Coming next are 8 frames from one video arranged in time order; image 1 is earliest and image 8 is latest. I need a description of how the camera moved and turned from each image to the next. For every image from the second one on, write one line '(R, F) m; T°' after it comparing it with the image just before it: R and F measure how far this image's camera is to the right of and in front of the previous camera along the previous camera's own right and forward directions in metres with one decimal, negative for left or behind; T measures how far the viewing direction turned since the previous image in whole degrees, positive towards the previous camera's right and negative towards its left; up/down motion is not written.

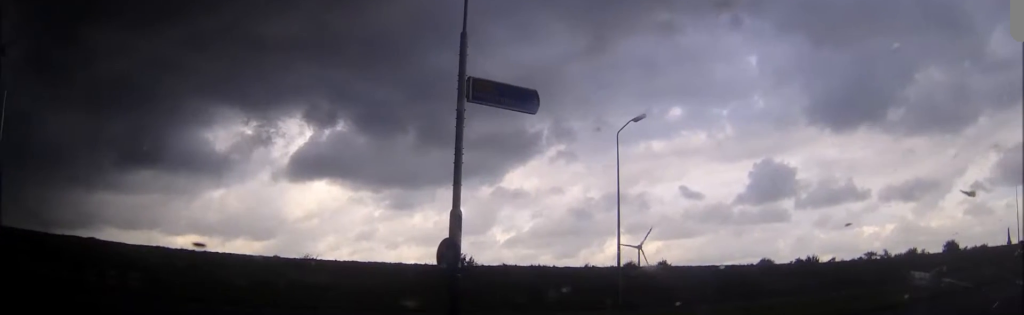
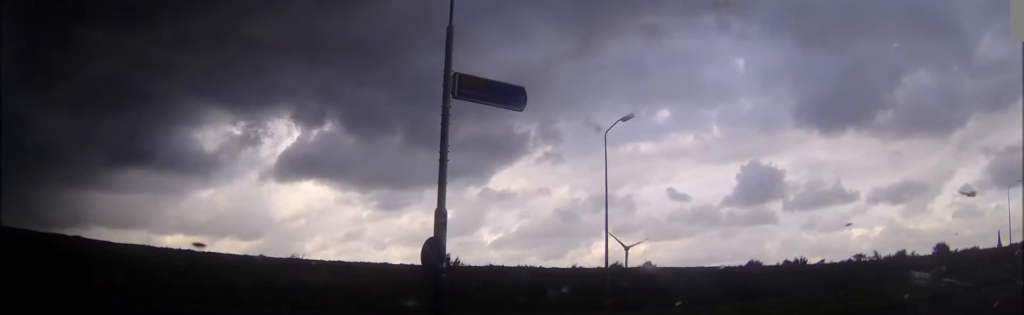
(+0.1, +1.5) m; +6°
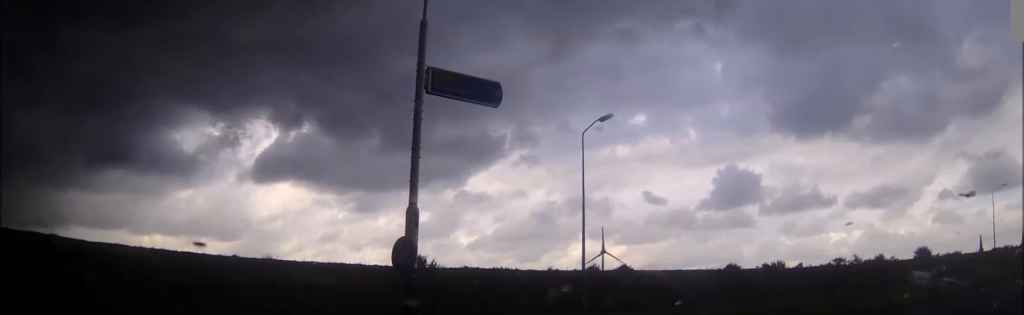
(+0.1, +1.8) m; +6°
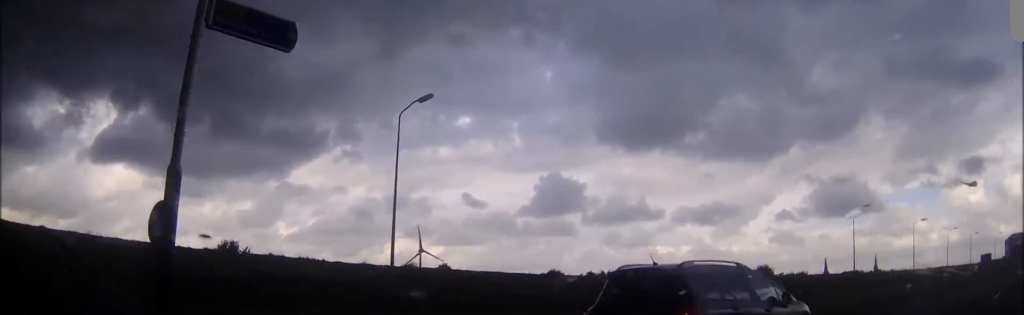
(+0.4, +3.3) m; +14°
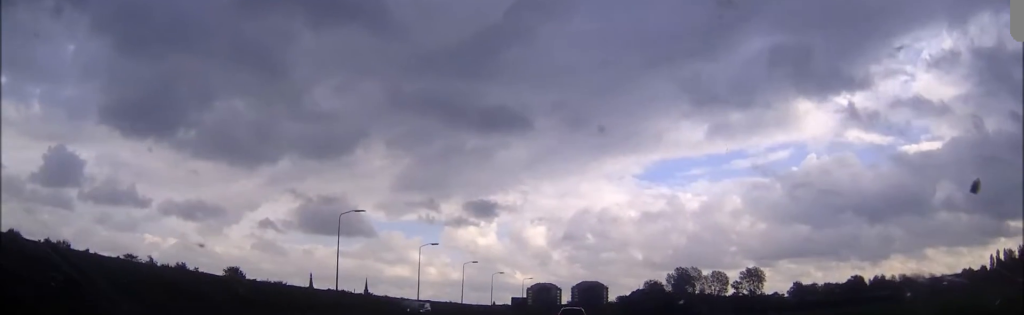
(+1.4, +11.4) m; +14°
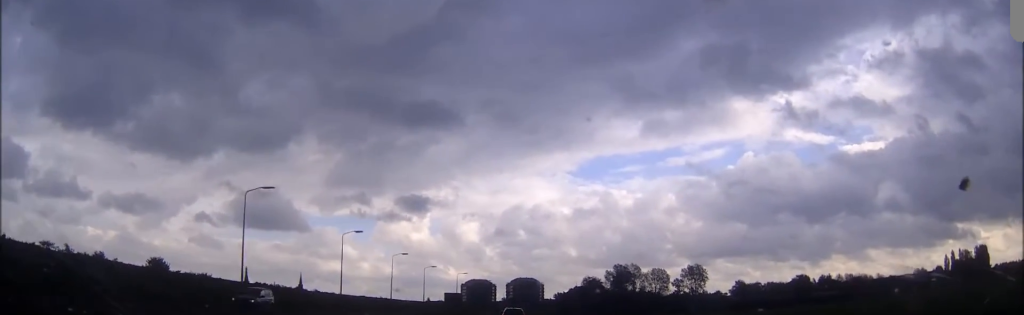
(+0.5, +7.9) m; +7°
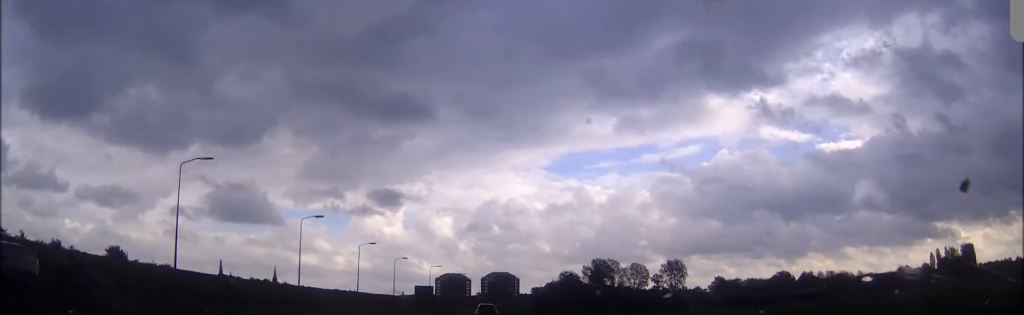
(+0.3, +7.7) m; +5°
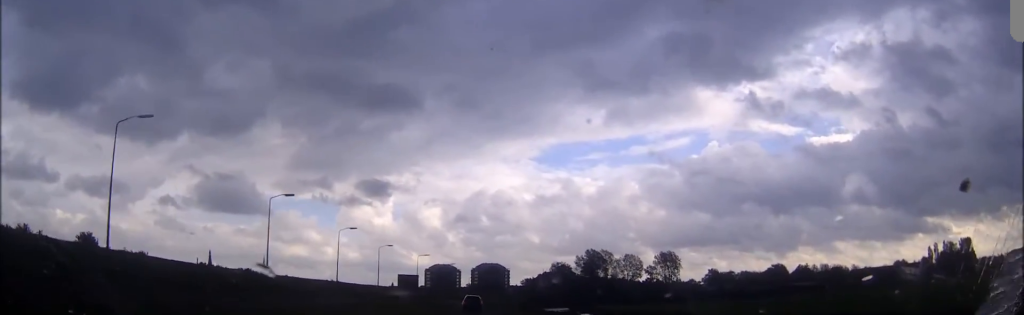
(+0.3, +7.6) m; +3°
